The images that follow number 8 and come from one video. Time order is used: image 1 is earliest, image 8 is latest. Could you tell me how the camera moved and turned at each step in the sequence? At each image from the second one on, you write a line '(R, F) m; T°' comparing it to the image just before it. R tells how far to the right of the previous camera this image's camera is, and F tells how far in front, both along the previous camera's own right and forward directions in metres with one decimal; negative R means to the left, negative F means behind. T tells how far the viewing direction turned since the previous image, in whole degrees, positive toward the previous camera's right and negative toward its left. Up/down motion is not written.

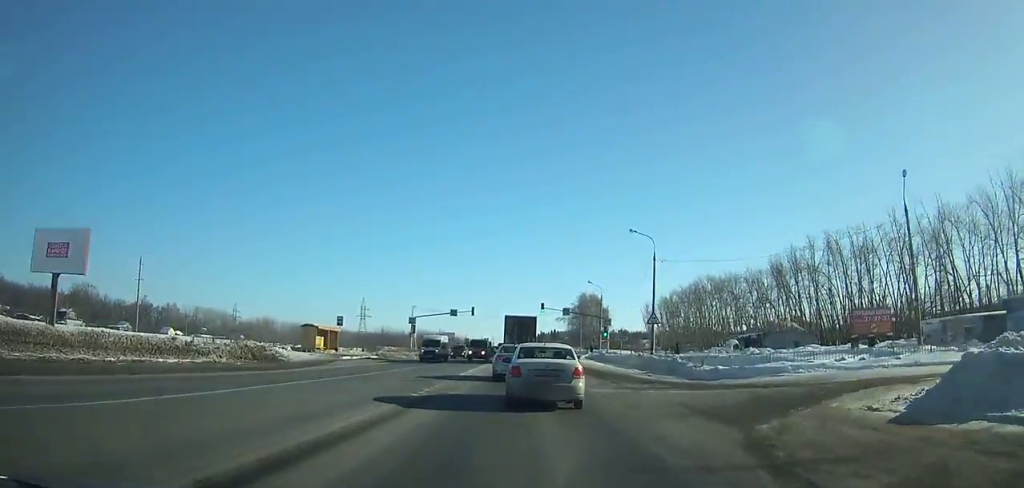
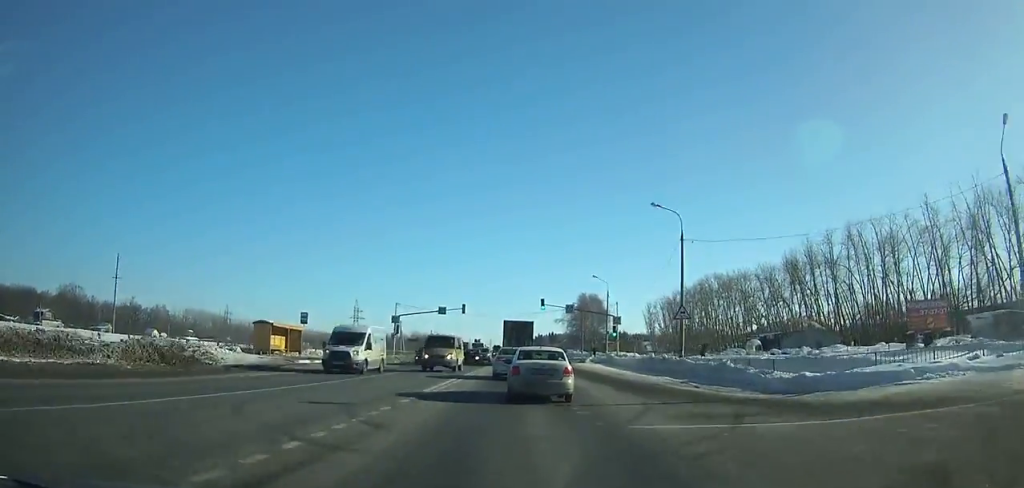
(0.0, +9.6) m; 0°
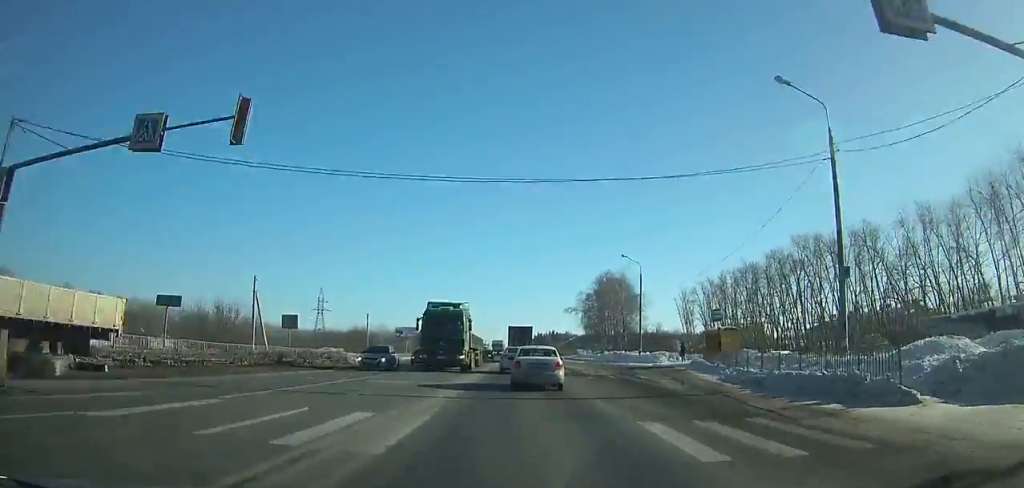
(+0.1, +58.5) m; +1°
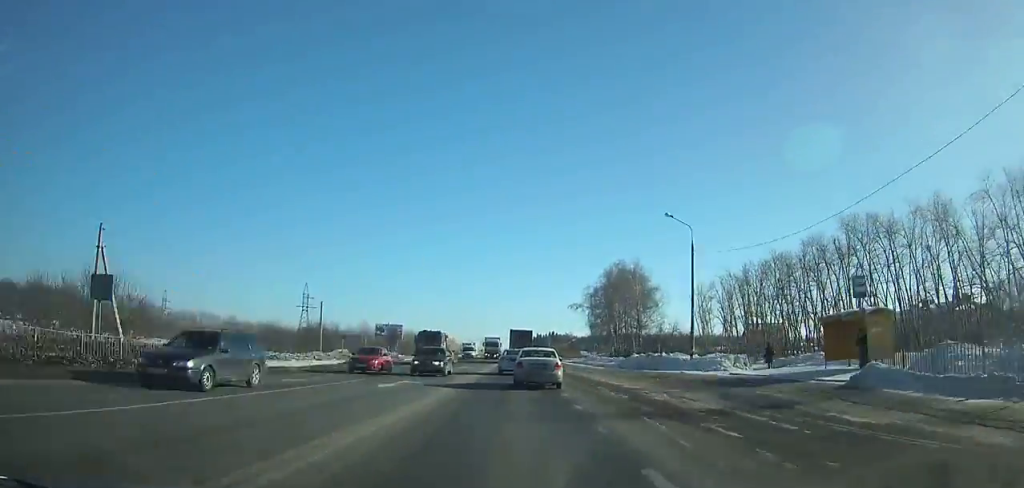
(+0.1, +19.1) m; 0°
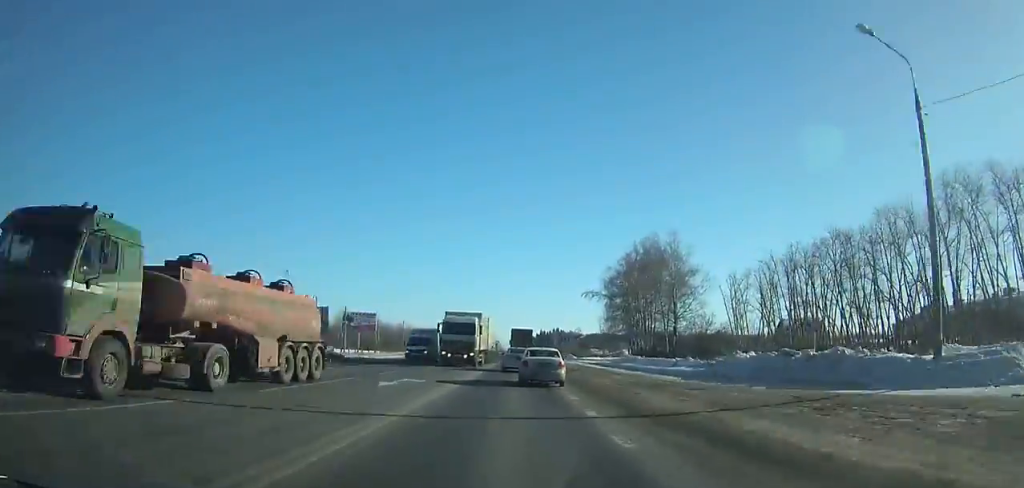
(0.0, +27.3) m; 0°
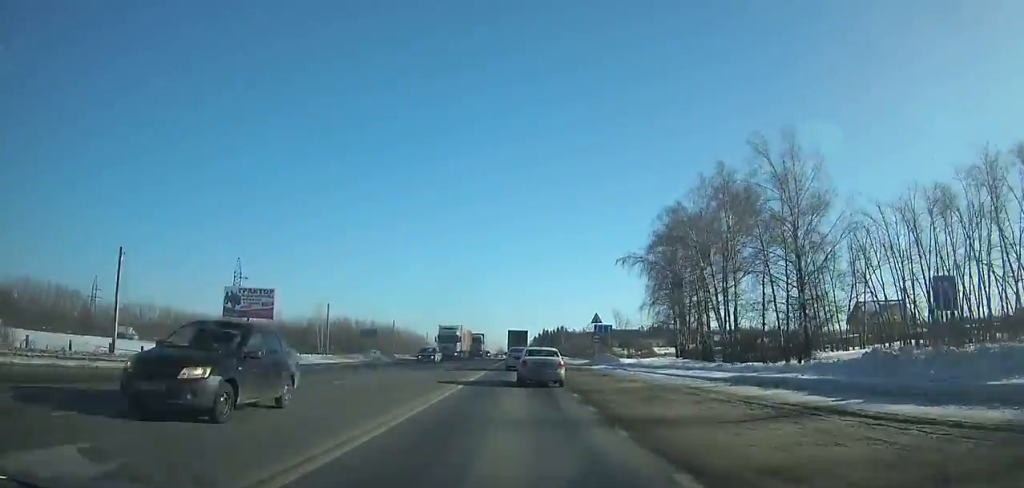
(0.0, +43.1) m; 0°
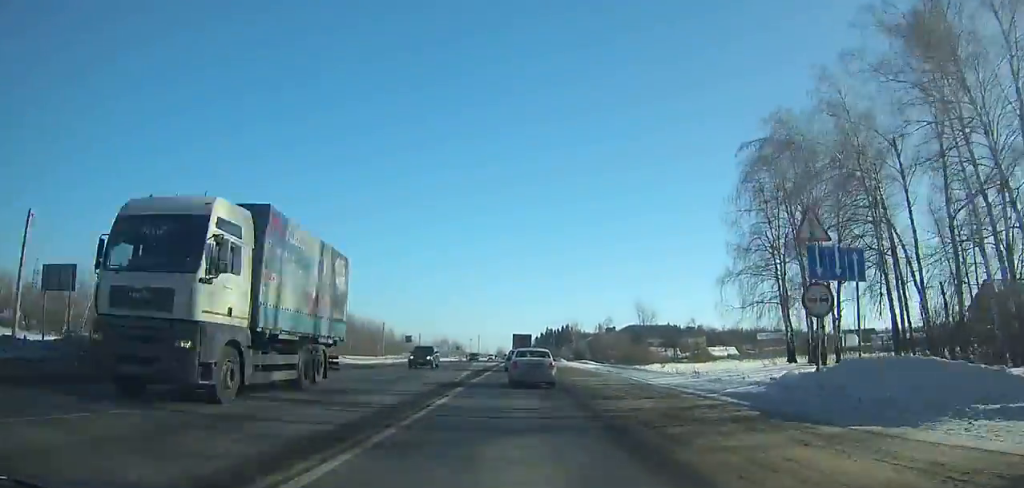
(0.0, +45.2) m; 0°
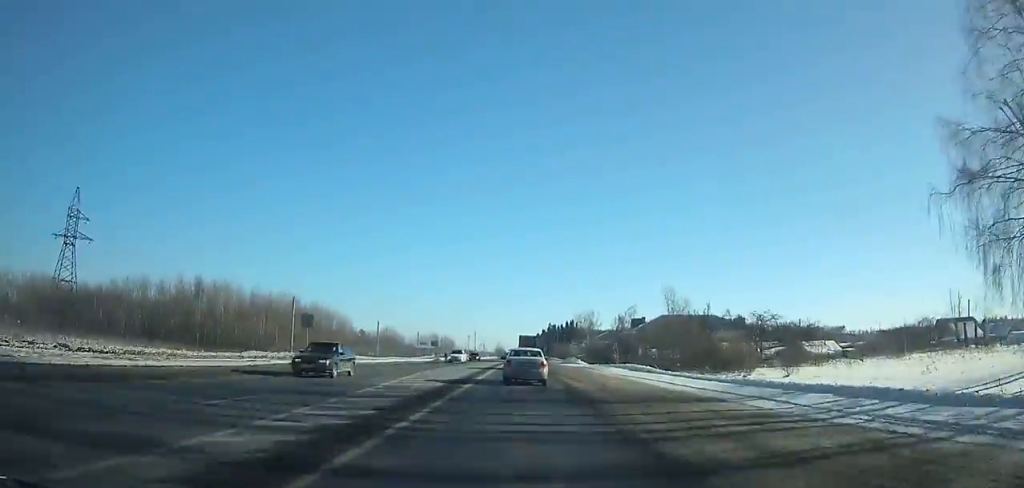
(0.0, +38.6) m; 0°
